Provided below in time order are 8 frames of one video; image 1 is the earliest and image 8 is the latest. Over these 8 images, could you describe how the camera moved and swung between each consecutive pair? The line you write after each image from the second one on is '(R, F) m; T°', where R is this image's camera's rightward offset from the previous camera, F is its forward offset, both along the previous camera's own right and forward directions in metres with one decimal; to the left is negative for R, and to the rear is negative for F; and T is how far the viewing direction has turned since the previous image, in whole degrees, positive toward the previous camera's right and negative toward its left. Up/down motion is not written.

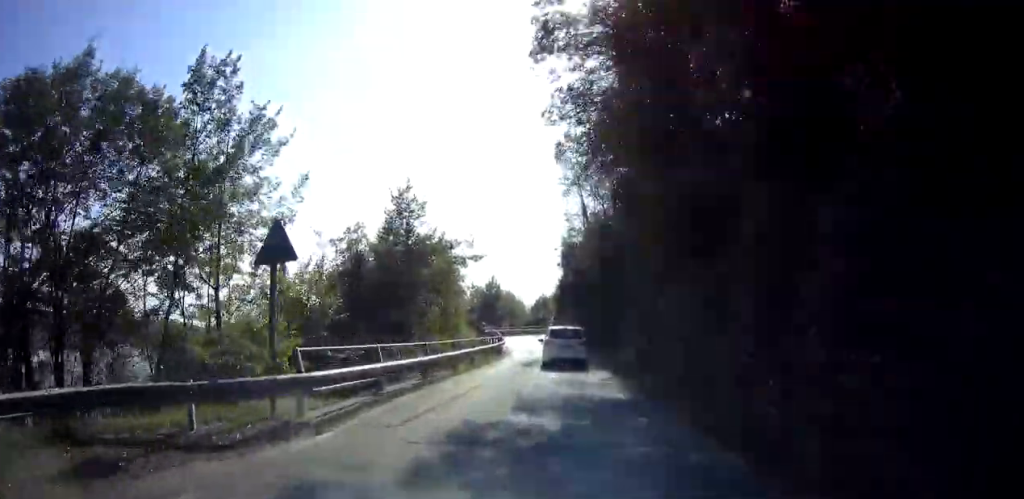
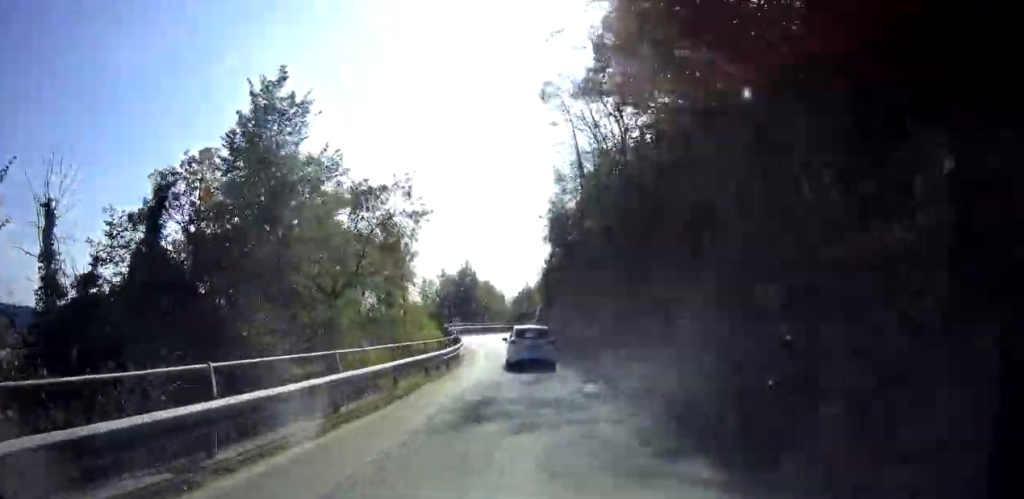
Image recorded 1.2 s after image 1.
(+0.1, +12.1) m; +1°
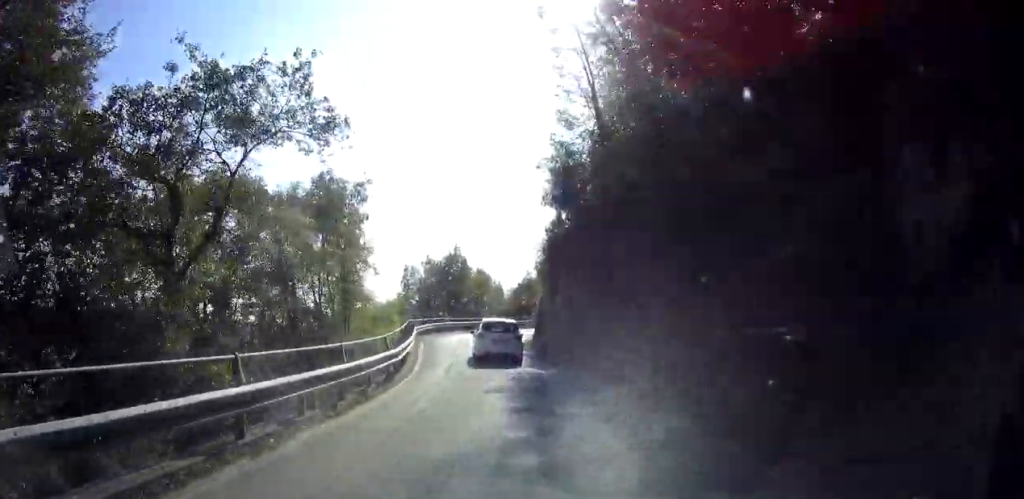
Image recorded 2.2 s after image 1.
(+0.1, +10.1) m; -1°
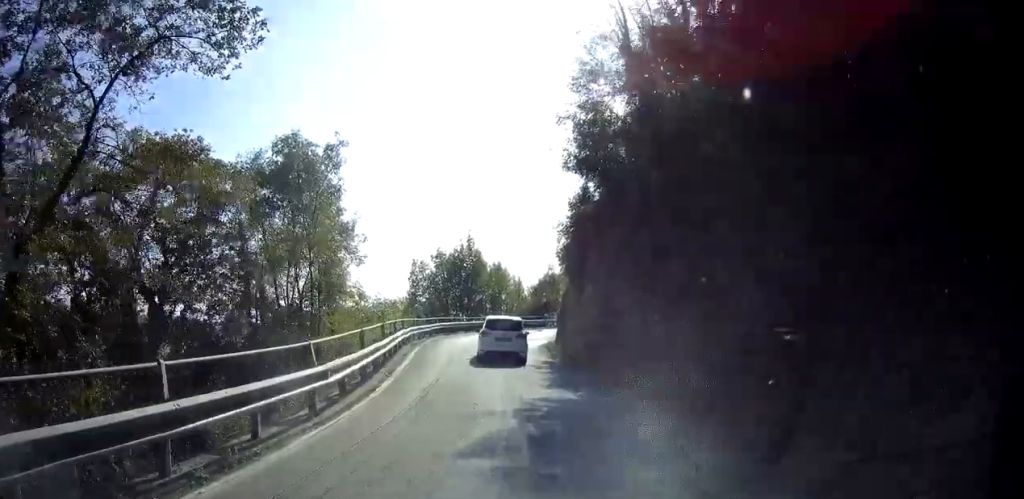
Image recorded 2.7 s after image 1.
(0.0, +5.3) m; -1°
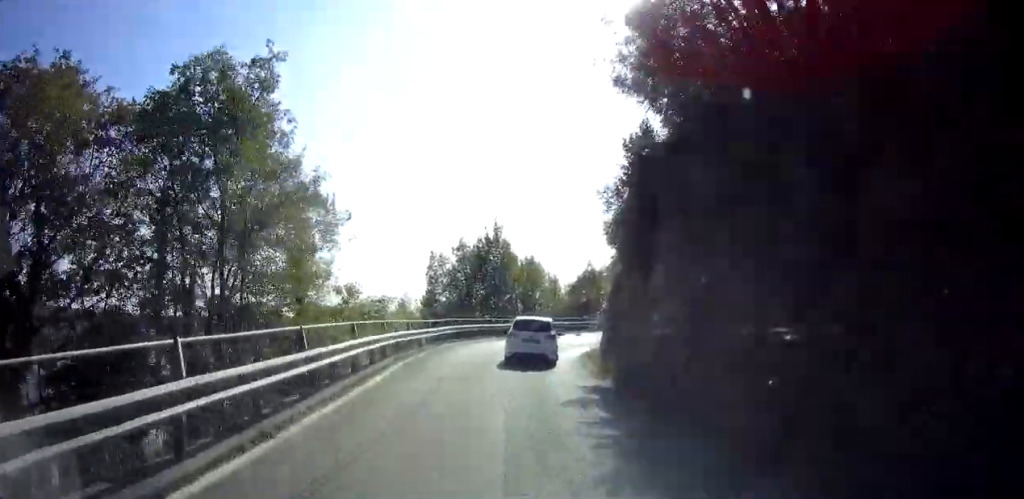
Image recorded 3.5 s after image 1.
(-0.2, +7.1) m; -2°
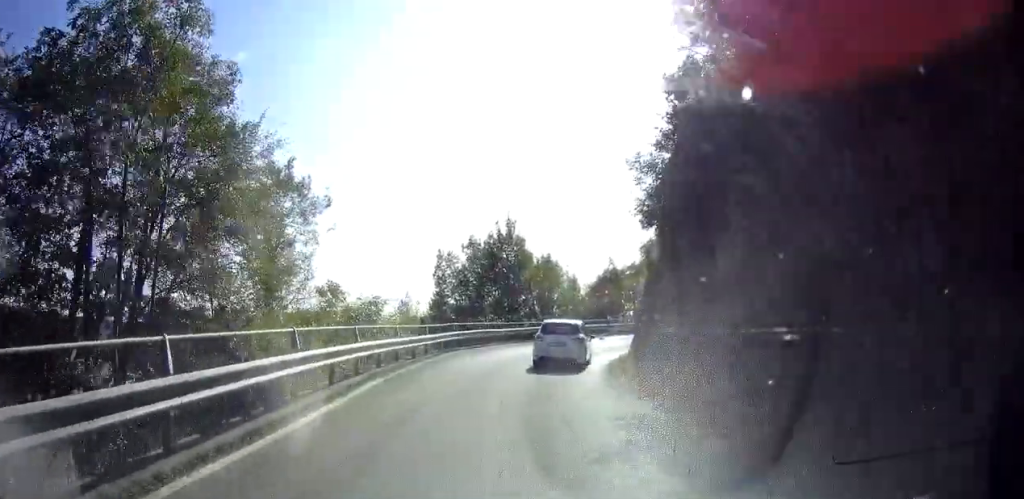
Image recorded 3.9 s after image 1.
(0.0, +3.8) m; 0°
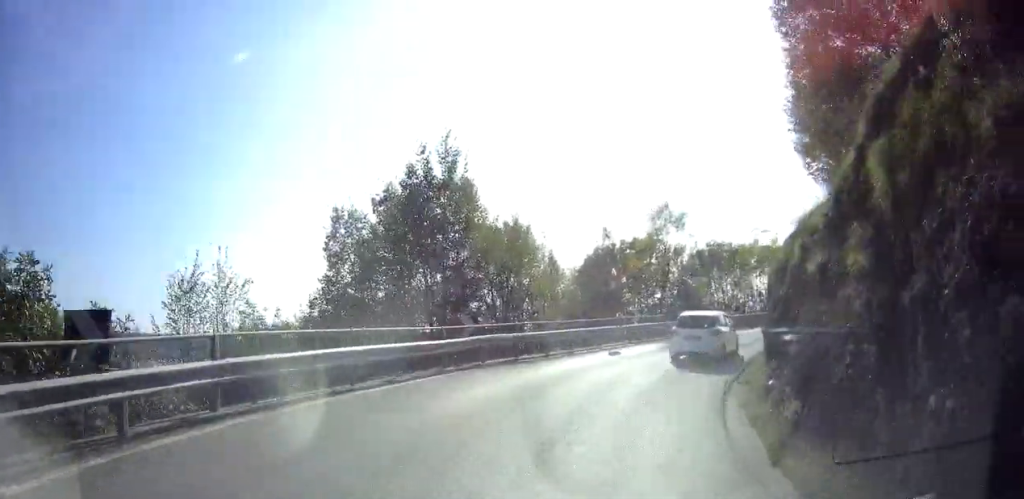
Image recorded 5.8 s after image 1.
(-0.1, +17.8) m; 0°
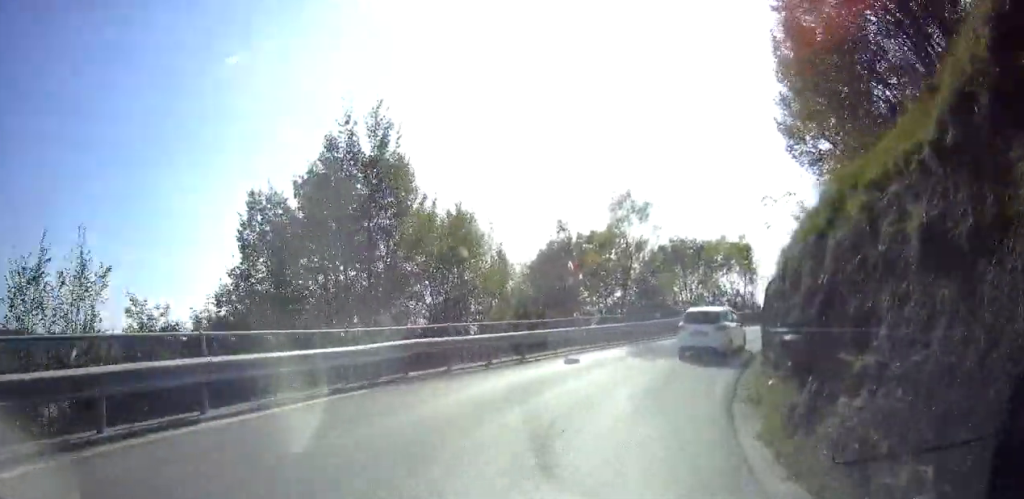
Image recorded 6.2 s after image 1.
(0.0, +4.0) m; +1°
